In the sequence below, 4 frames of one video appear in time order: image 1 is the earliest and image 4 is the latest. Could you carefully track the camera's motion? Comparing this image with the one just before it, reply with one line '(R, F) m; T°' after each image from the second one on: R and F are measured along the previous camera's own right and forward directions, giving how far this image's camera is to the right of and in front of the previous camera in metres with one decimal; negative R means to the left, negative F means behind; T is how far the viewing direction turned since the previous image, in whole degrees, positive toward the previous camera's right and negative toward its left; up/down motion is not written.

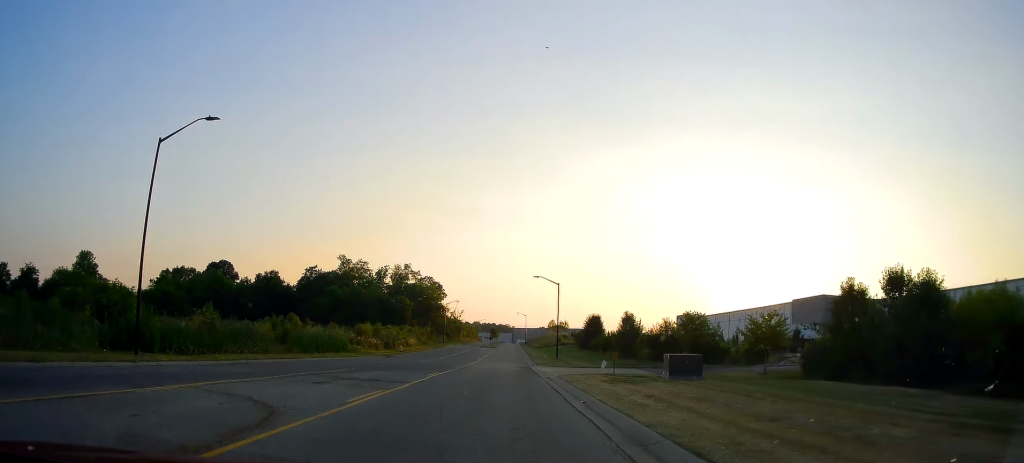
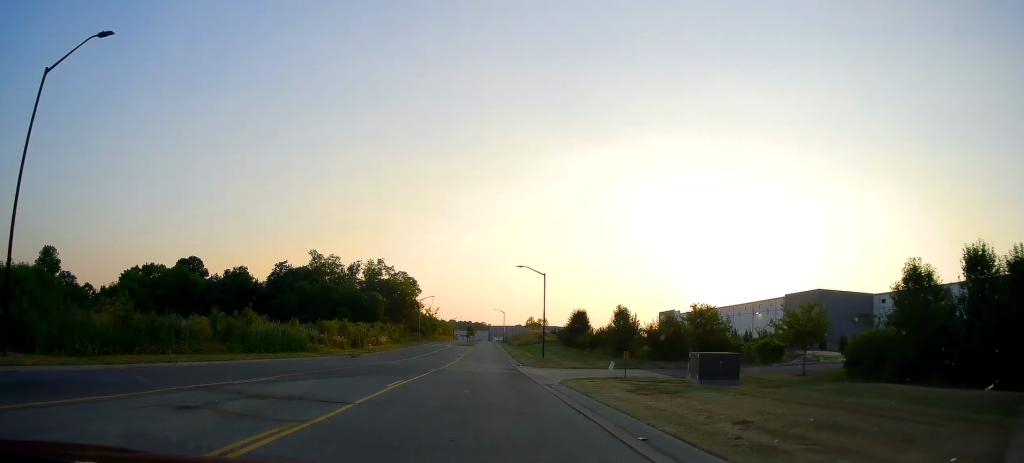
(-0.1, +7.3) m; +3°
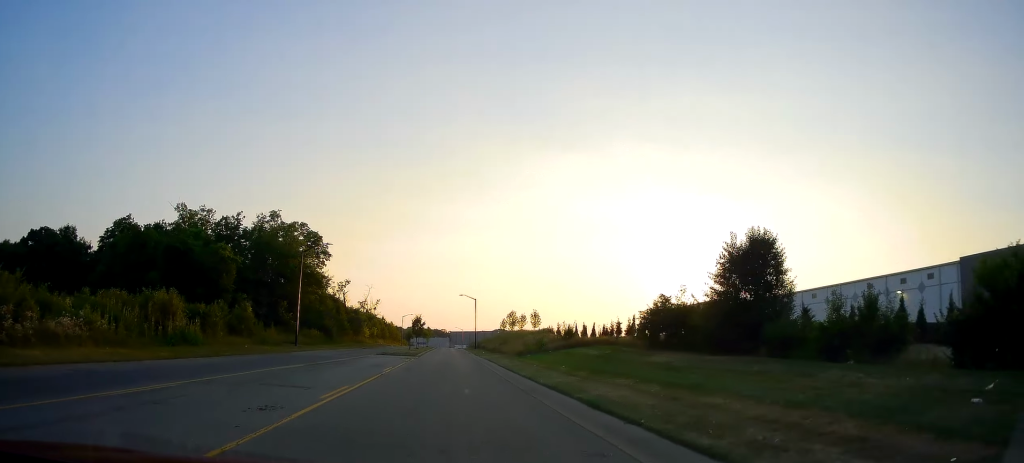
(+1.8, +65.6) m; -3°
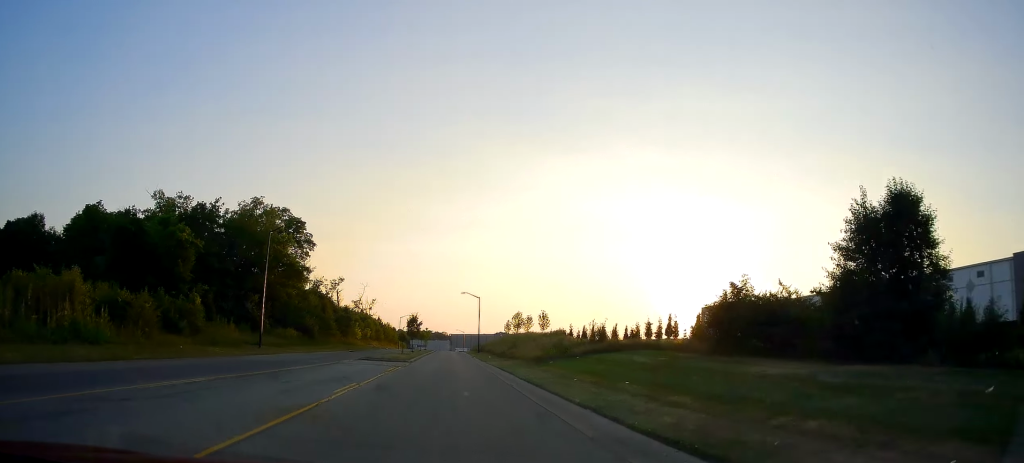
(-0.9, +10.6) m; -1°
